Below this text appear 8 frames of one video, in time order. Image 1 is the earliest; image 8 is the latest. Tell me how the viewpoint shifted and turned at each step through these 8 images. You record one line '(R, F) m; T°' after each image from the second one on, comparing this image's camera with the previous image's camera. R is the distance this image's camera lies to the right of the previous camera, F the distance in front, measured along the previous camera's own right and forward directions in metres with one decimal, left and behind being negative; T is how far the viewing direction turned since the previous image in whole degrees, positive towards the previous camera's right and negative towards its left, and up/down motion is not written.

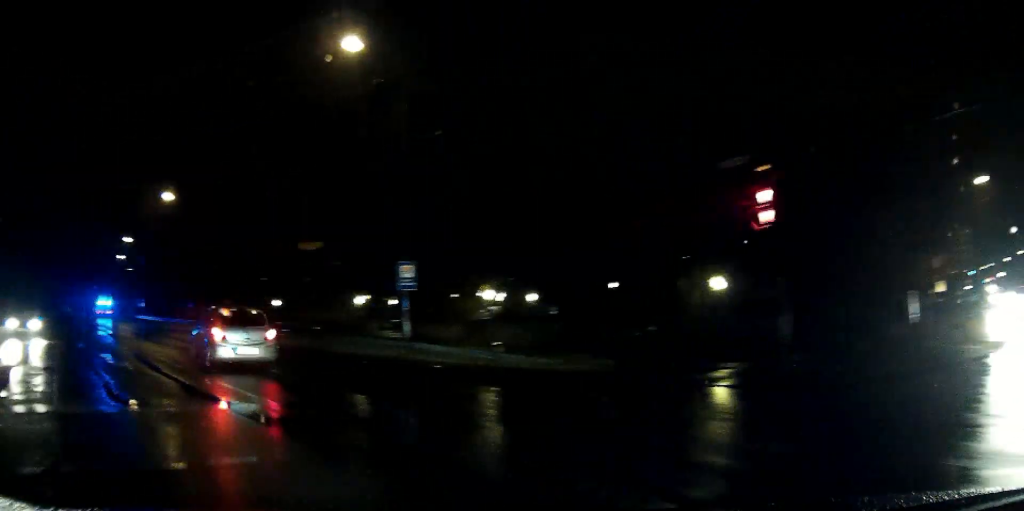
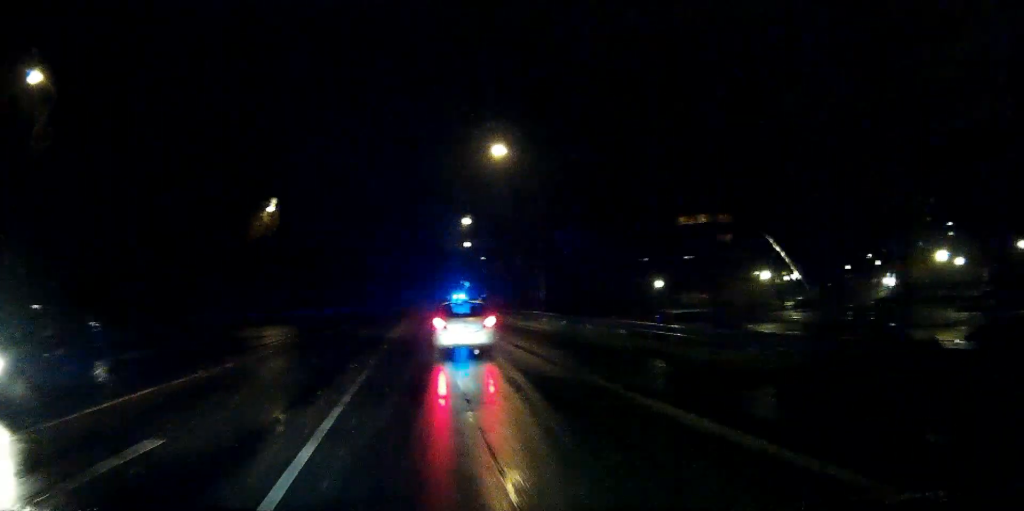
(-3.1, +11.6) m; -23°
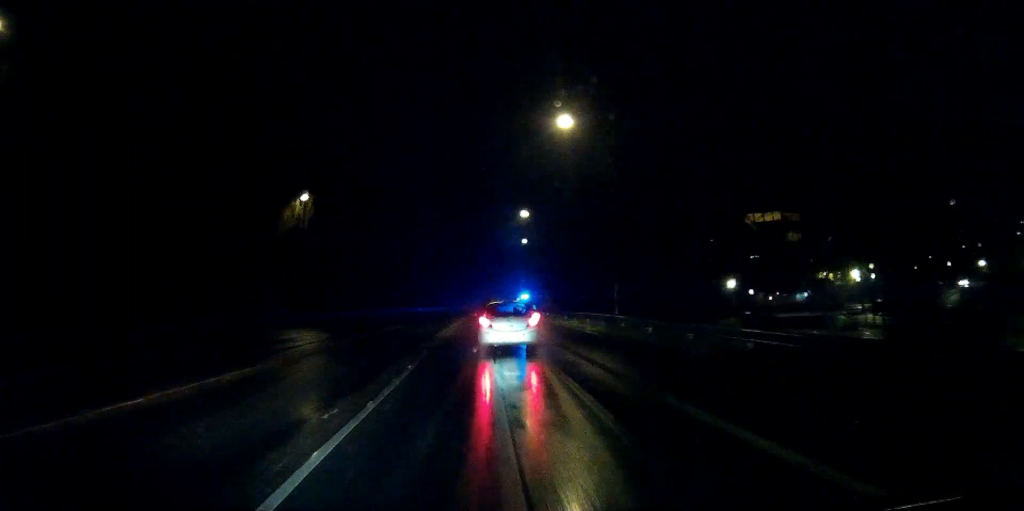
(-0.2, +5.2) m; -4°
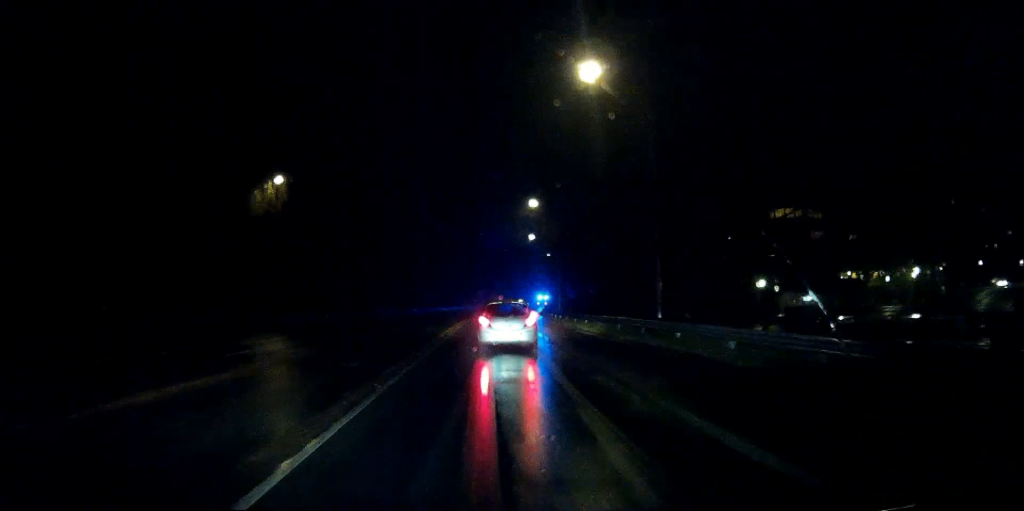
(-0.2, +6.8) m; -2°
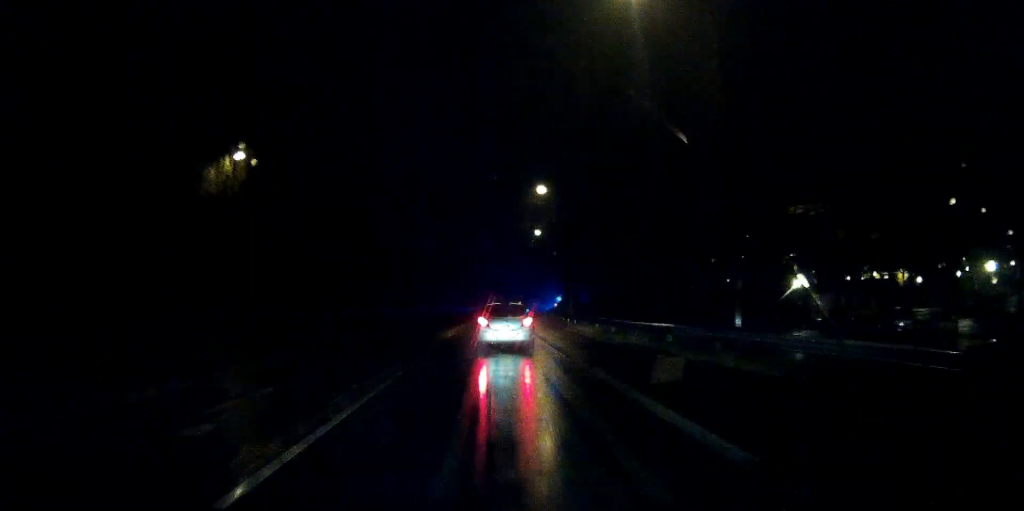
(-0.1, +7.9) m; -1°
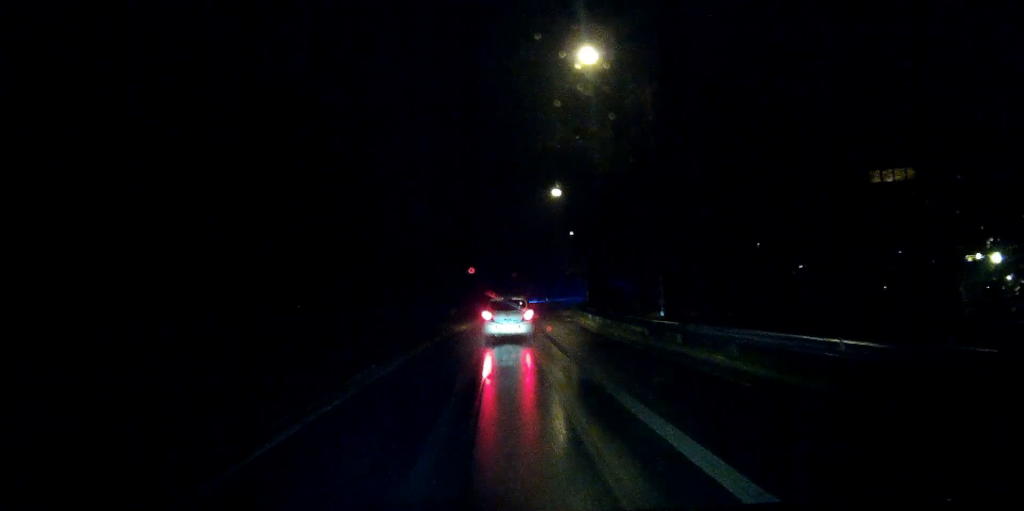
(-0.1, +25.3) m; -1°
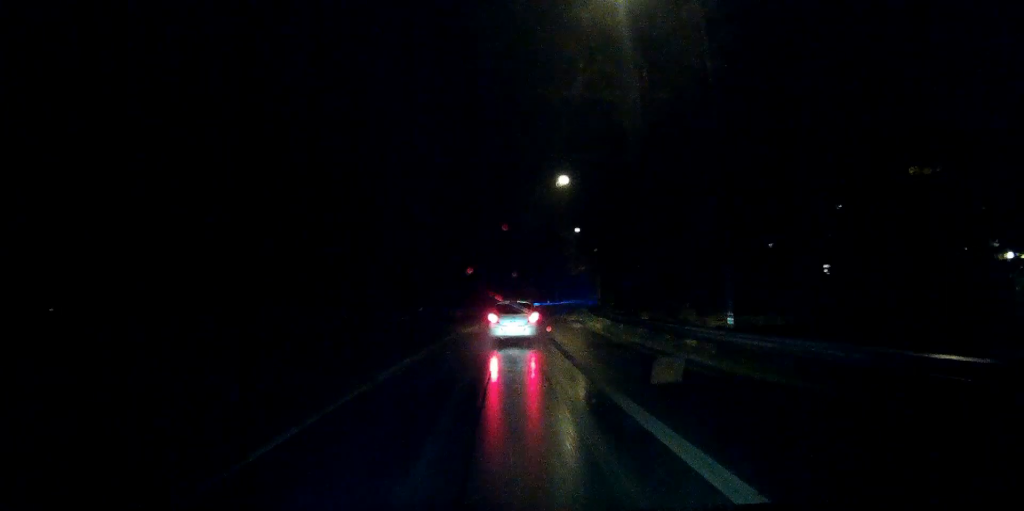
(0.0, +5.6) m; 0°
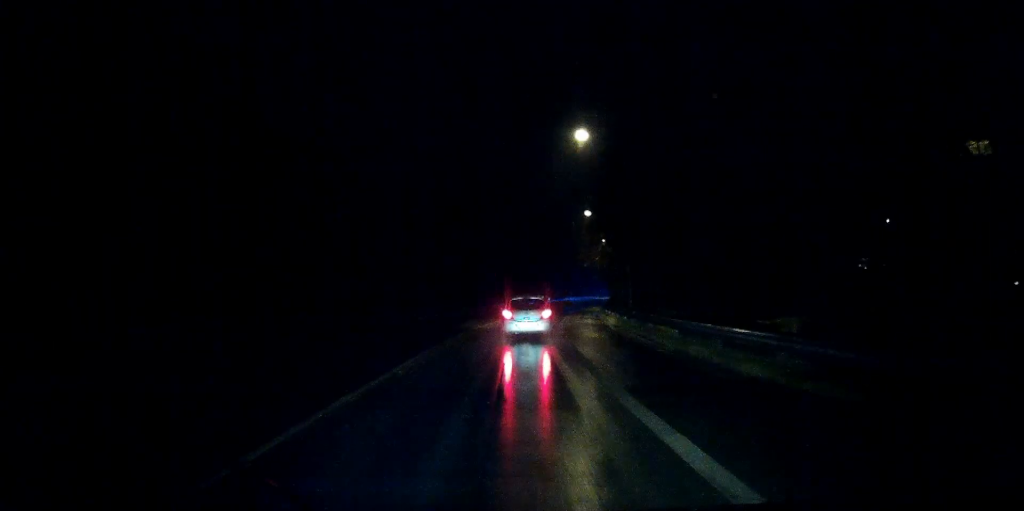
(-0.1, +10.3) m; +1°
